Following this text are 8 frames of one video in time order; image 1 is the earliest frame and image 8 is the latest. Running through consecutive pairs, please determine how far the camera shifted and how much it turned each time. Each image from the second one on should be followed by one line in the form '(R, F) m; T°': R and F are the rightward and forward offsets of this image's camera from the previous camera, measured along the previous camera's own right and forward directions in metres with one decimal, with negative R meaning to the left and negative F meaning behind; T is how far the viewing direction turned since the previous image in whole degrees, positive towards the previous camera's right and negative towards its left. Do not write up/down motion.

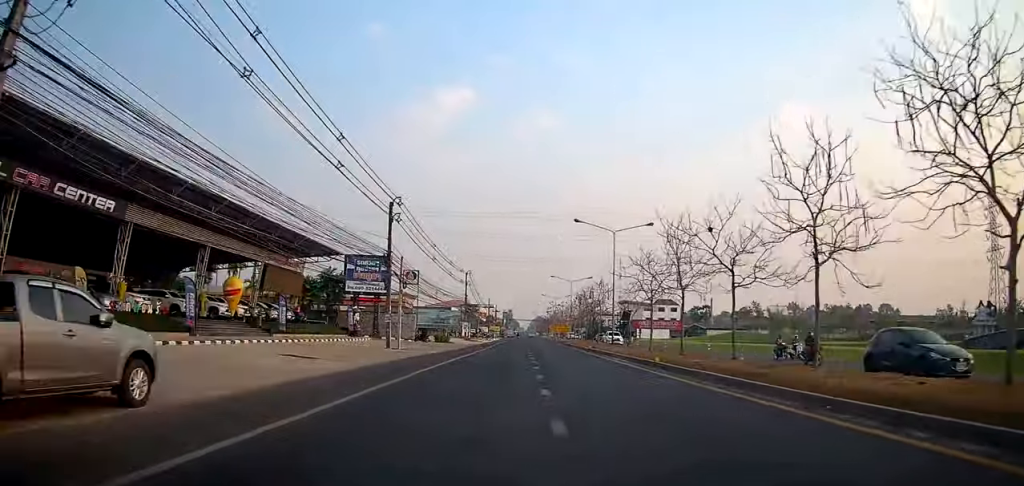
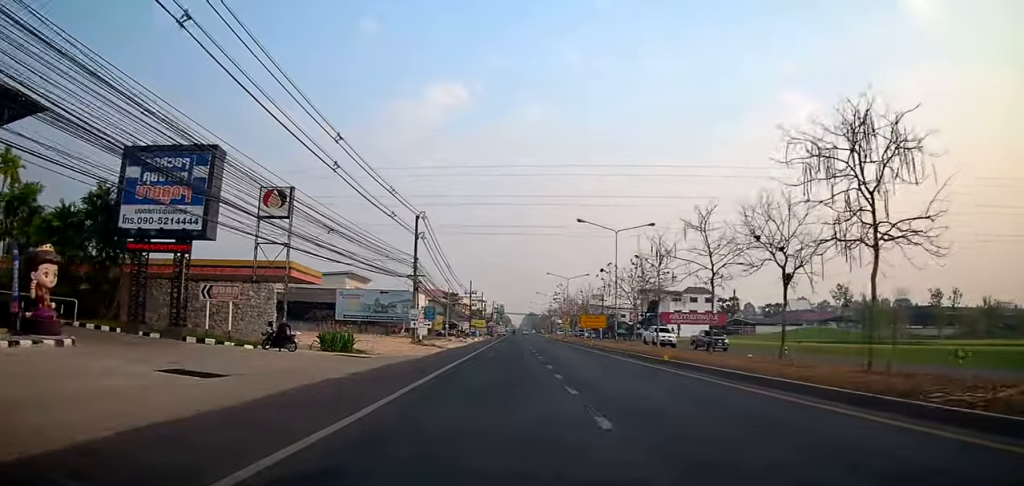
(-0.7, +40.0) m; -2°
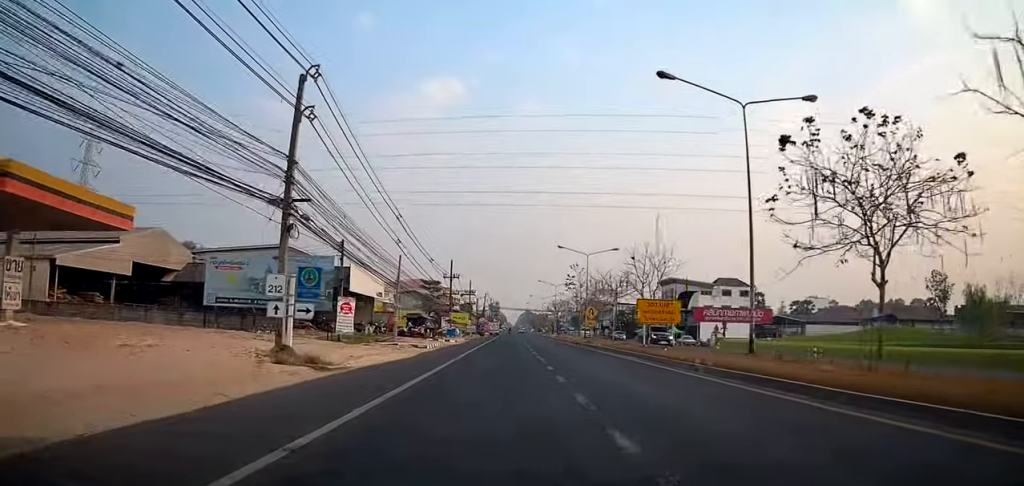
(+1.0, +25.4) m; +3°
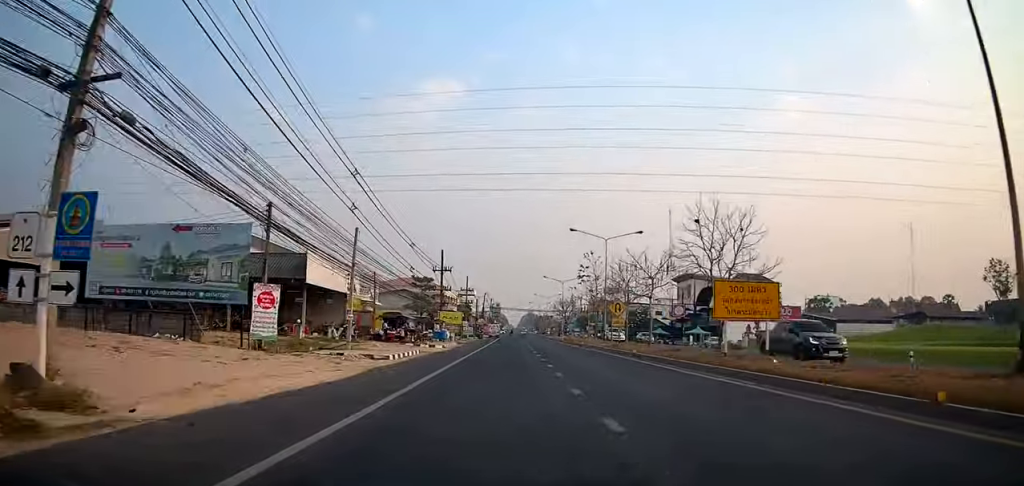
(0.0, +11.1) m; 0°
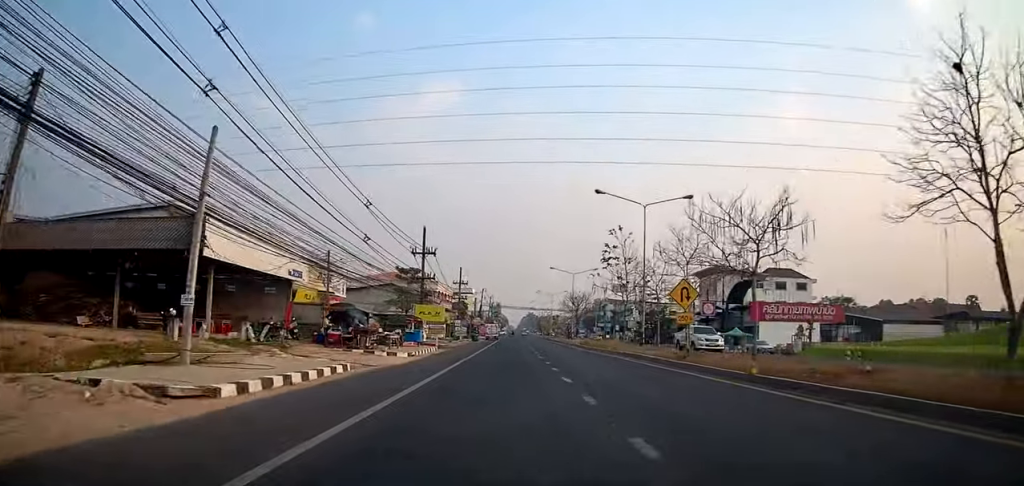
(0.0, +13.5) m; 0°
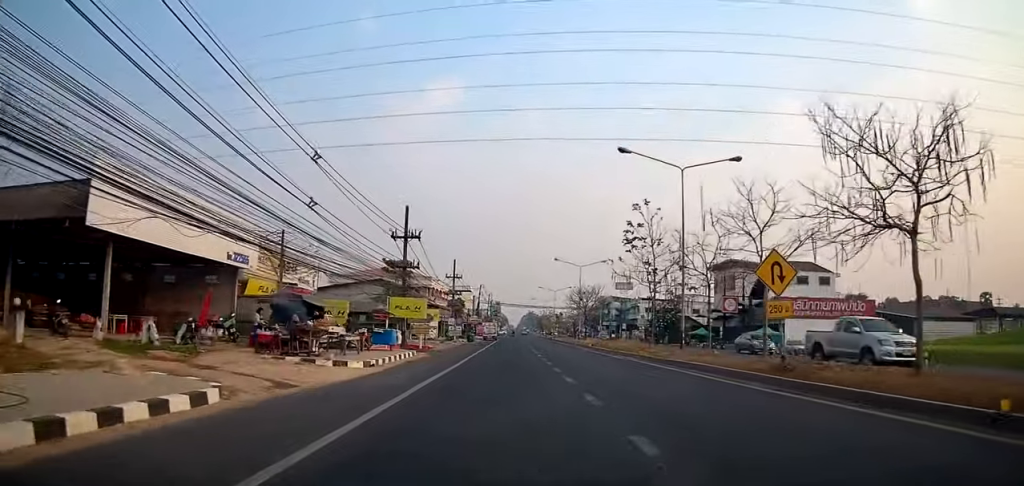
(0.0, +7.9) m; 0°
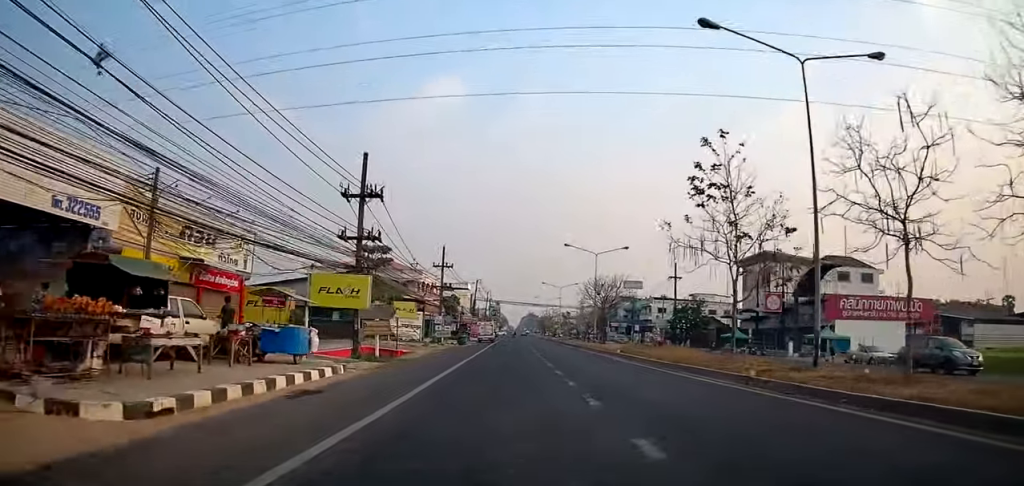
(0.0, +12.0) m; 0°
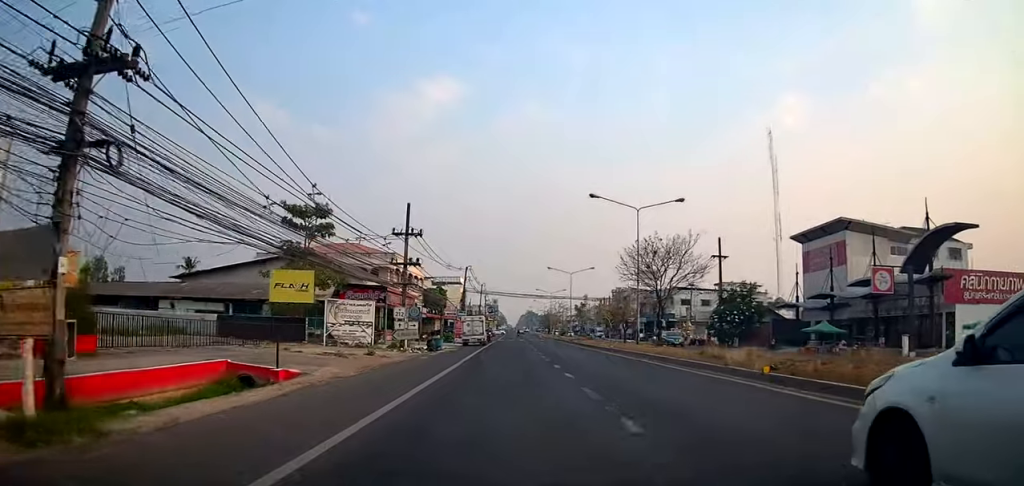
(0.0, +19.0) m; 0°
